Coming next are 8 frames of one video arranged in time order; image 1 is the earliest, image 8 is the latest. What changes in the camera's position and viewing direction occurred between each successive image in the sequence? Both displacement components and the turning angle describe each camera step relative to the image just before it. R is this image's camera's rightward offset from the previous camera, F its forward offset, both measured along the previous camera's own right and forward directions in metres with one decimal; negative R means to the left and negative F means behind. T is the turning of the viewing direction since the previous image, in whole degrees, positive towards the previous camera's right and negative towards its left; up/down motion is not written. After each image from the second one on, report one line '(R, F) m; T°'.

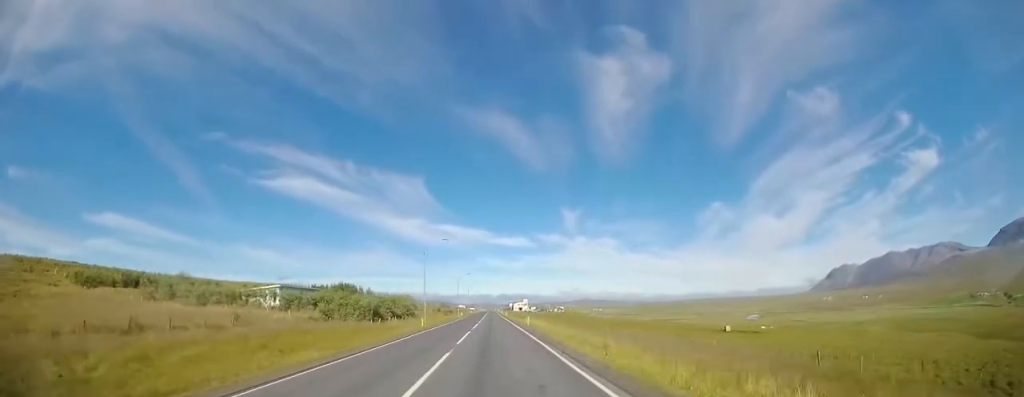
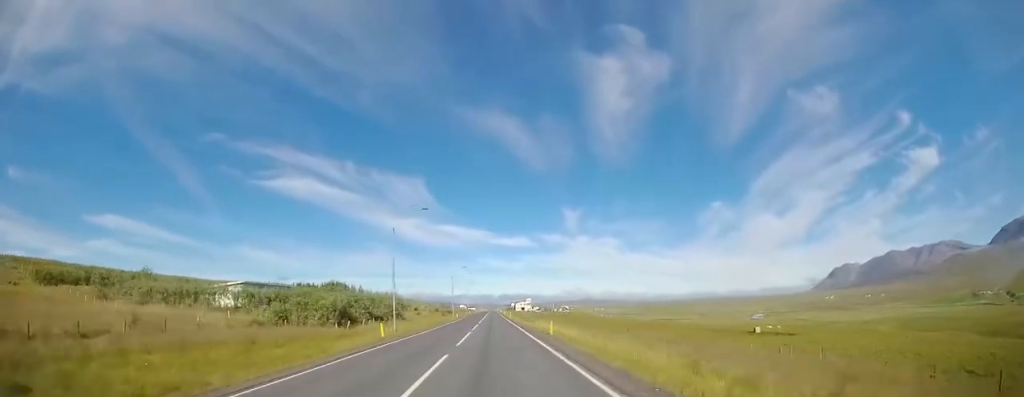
(-0.1, +12.4) m; 0°
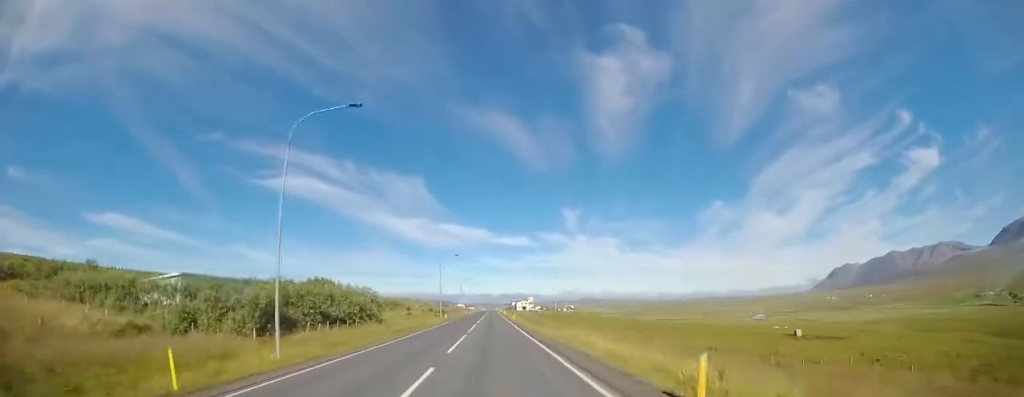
(-0.1, +14.8) m; 0°
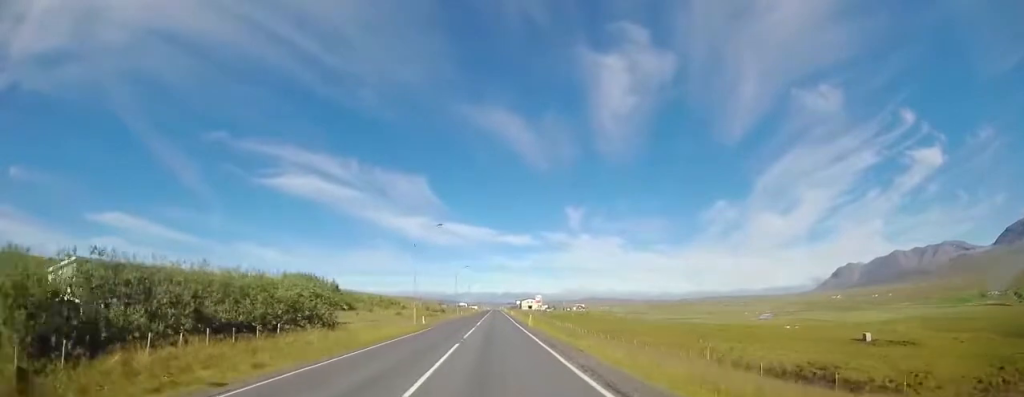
(+0.2, +18.2) m; 0°
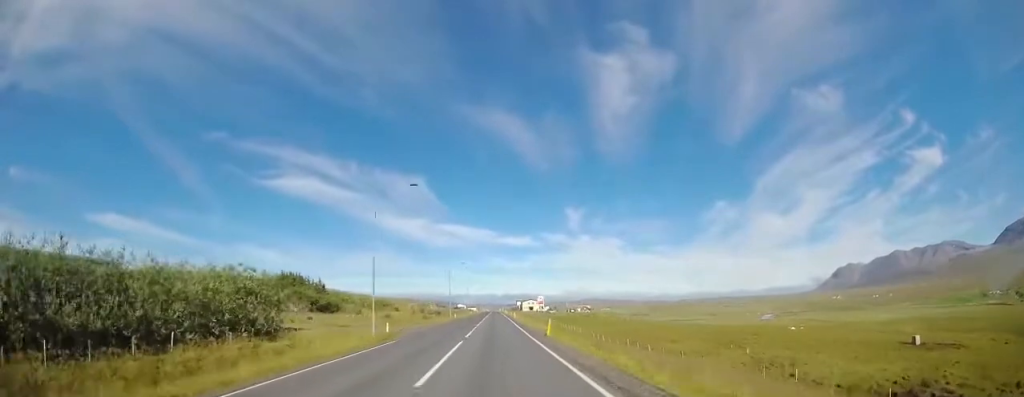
(0.0, +11.1) m; -1°
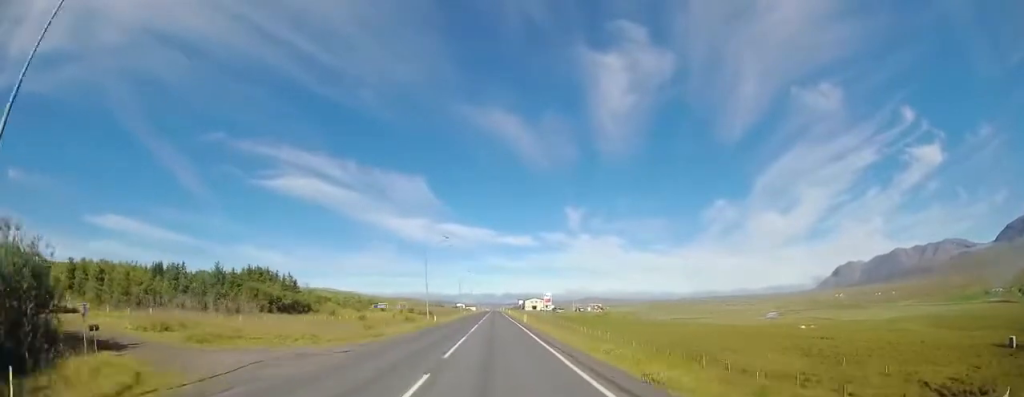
(-0.2, +19.7) m; 0°
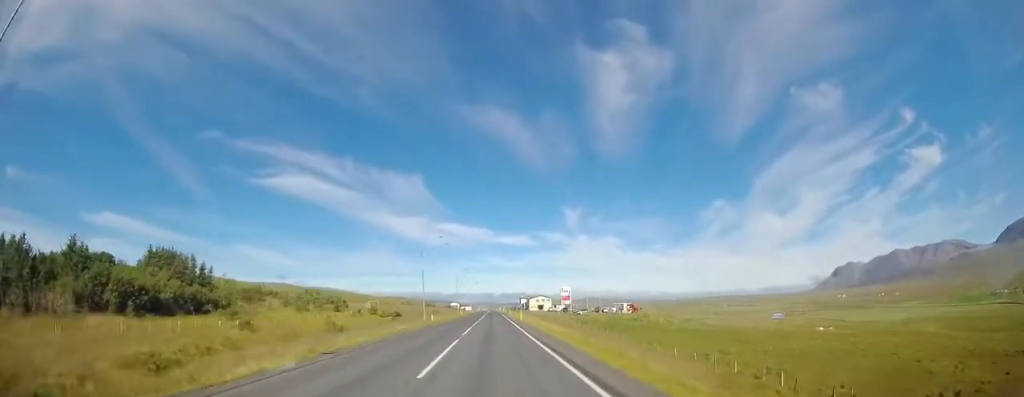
(+0.5, +38.4) m; +1°
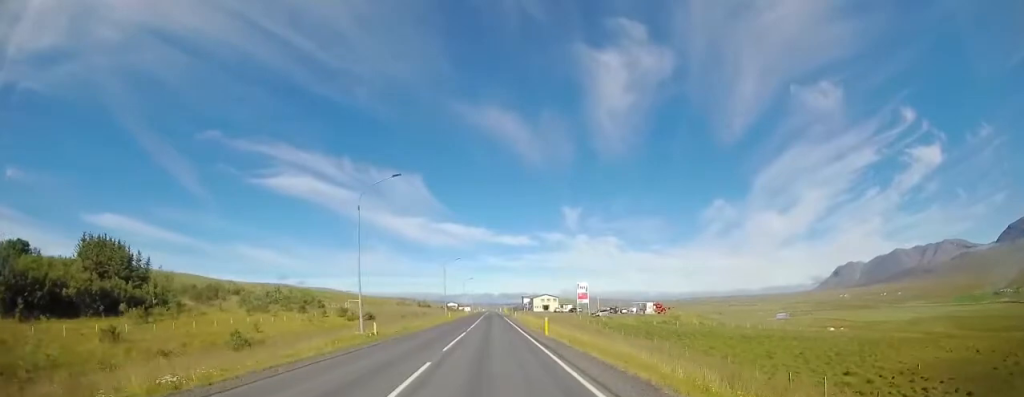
(0.0, +18.9) m; 0°
